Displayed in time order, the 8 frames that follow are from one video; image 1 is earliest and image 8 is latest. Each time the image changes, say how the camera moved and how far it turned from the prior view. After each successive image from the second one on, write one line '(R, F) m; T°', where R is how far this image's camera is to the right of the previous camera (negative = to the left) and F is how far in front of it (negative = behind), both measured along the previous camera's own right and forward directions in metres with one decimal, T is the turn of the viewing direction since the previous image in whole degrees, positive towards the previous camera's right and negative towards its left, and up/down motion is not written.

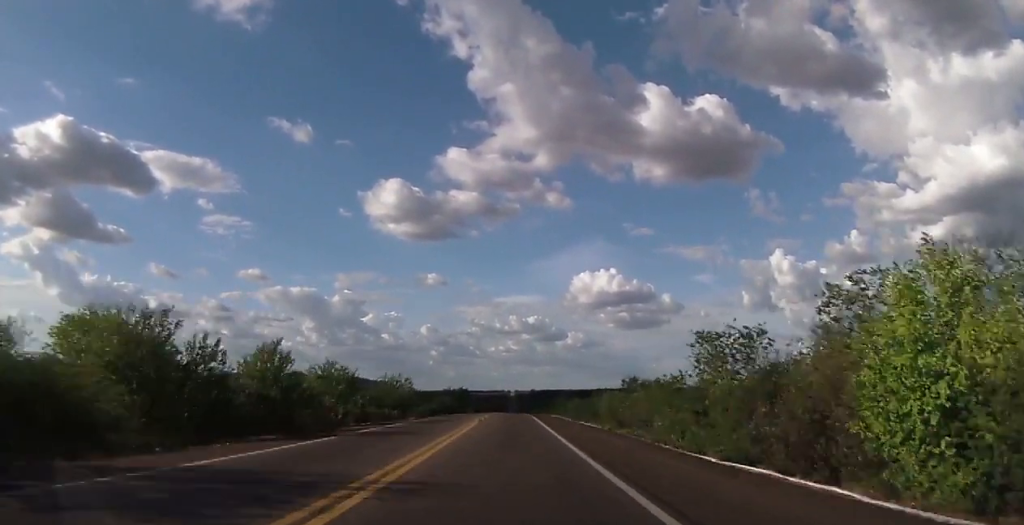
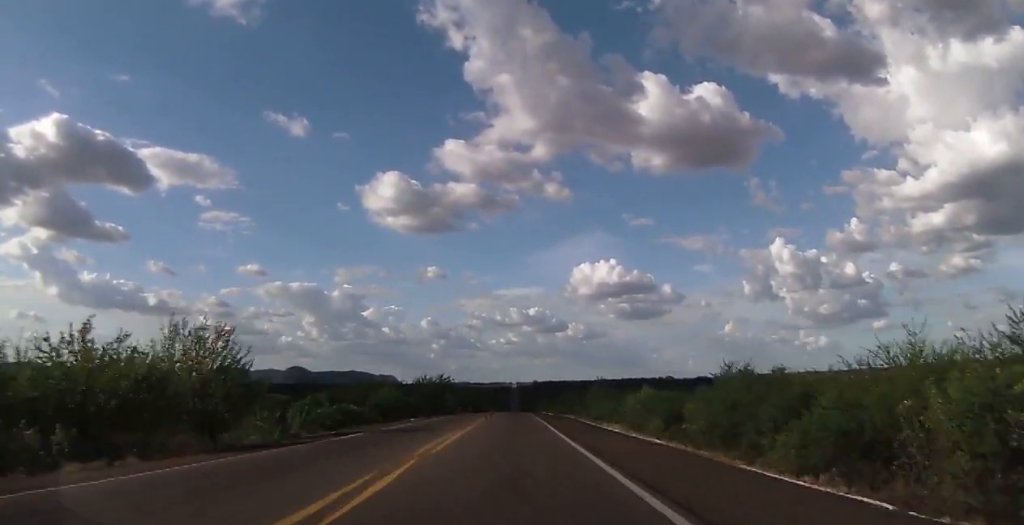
(+0.5, +47.0) m; 0°
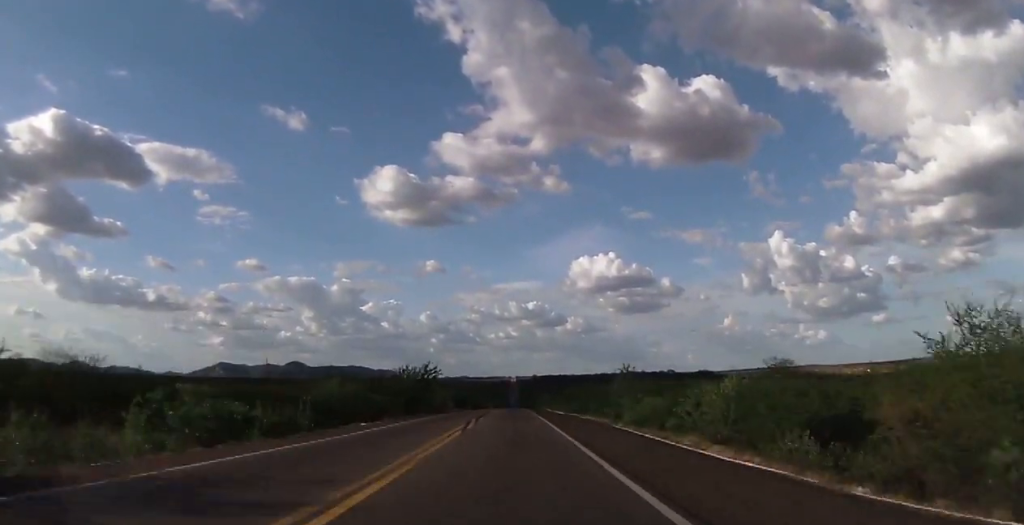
(-0.2, +18.5) m; 0°
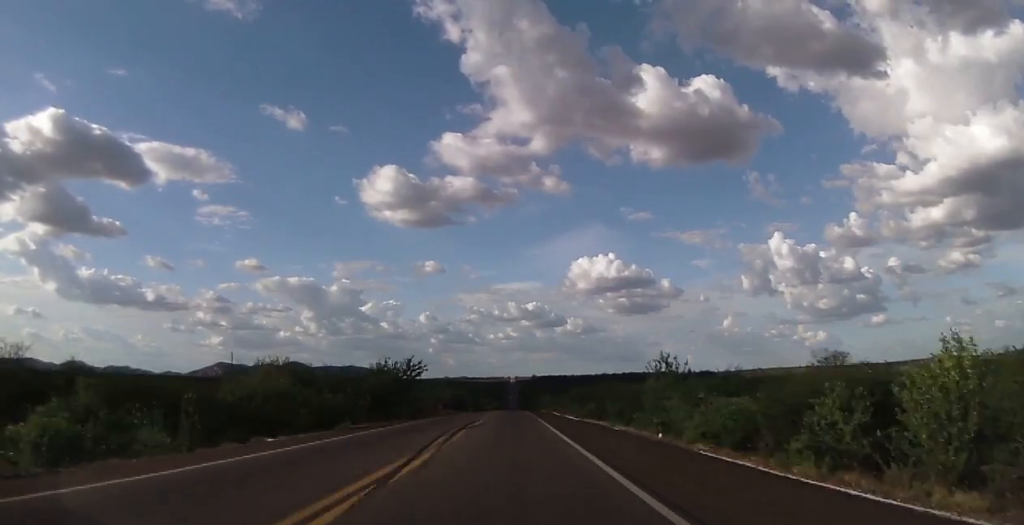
(-0.1, +15.0) m; 0°
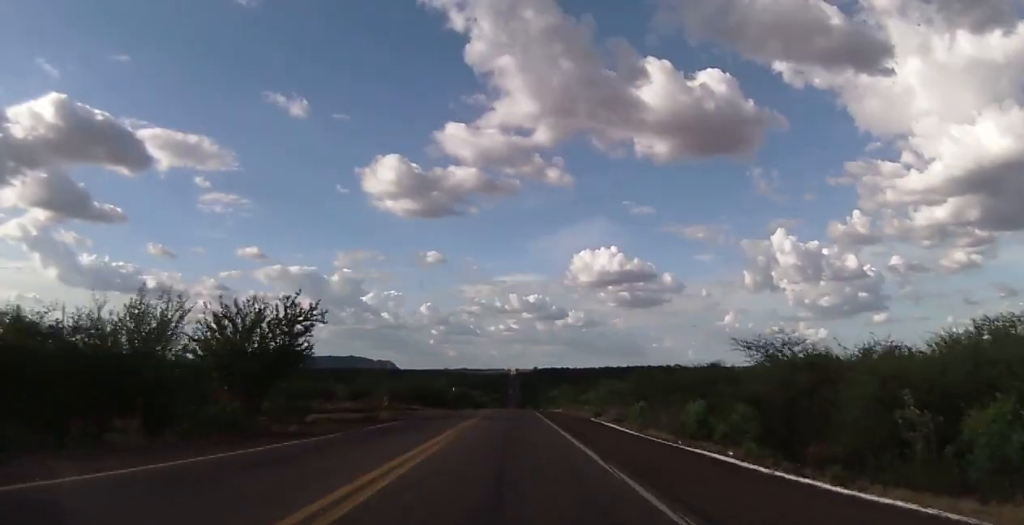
(-0.1, +43.0) m; 0°
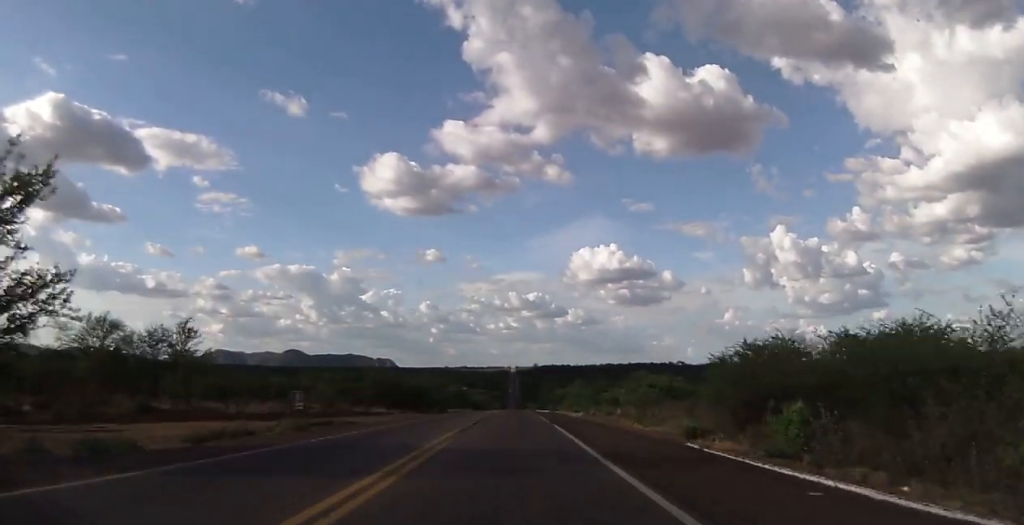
(0.0, +23.5) m; 0°
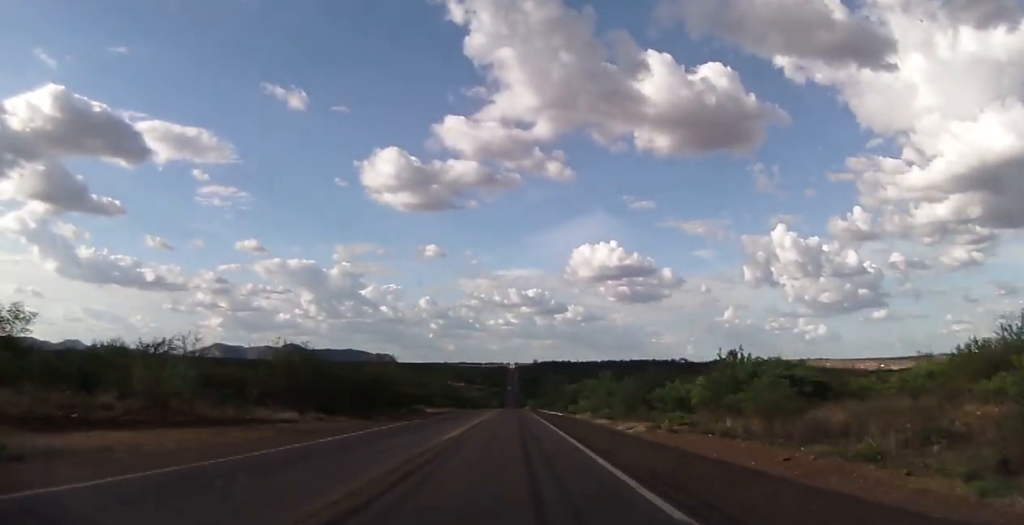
(0.0, +26.0) m; 0°
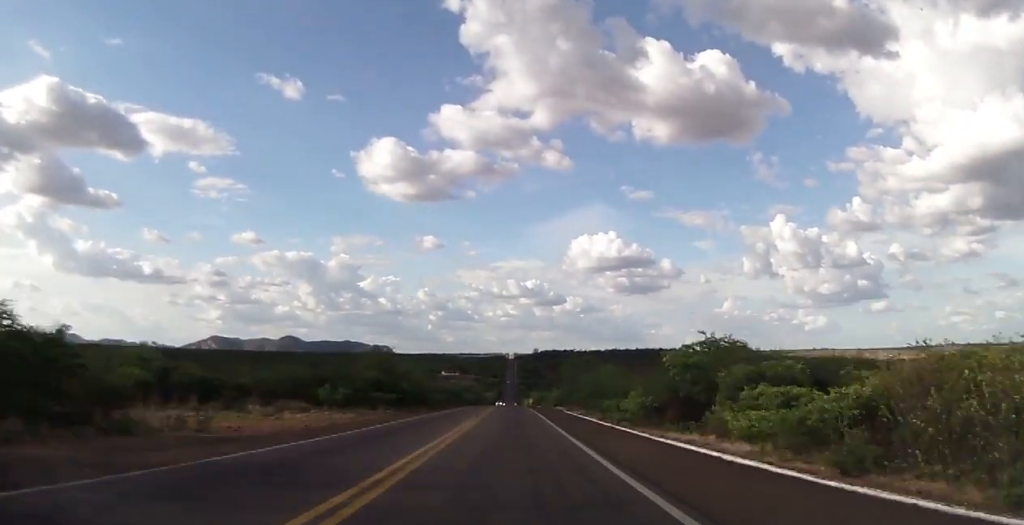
(+0.1, +64.4) m; 0°
